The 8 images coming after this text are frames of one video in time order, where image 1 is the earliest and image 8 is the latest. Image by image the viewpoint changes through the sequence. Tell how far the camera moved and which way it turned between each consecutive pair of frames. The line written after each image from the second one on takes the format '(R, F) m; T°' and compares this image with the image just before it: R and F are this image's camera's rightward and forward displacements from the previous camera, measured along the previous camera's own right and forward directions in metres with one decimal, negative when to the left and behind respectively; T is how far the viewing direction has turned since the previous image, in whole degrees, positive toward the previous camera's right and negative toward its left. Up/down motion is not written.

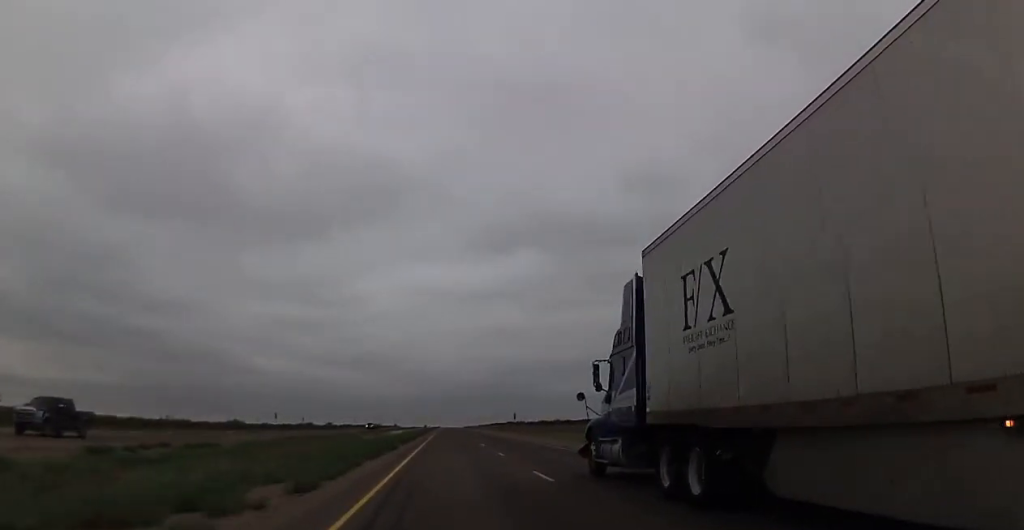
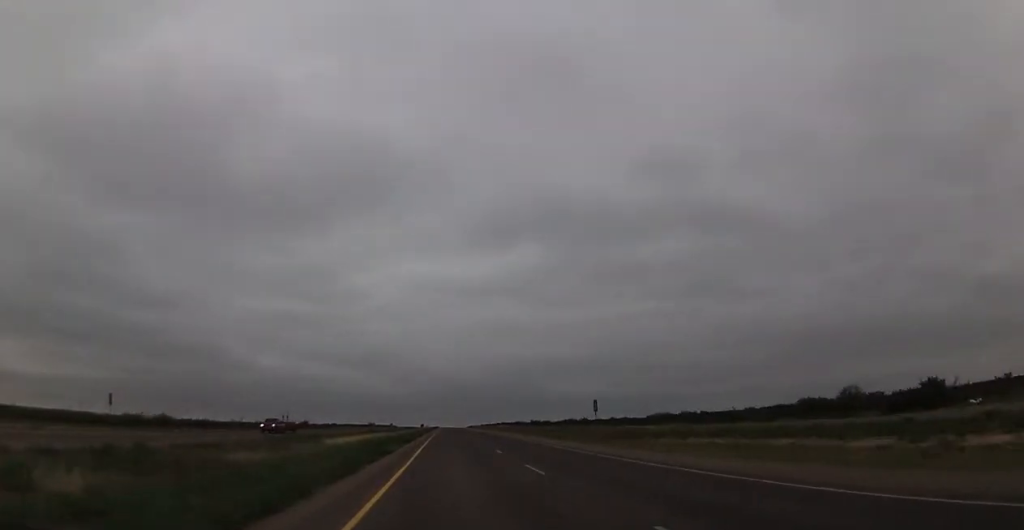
(-1.0, +58.2) m; -1°
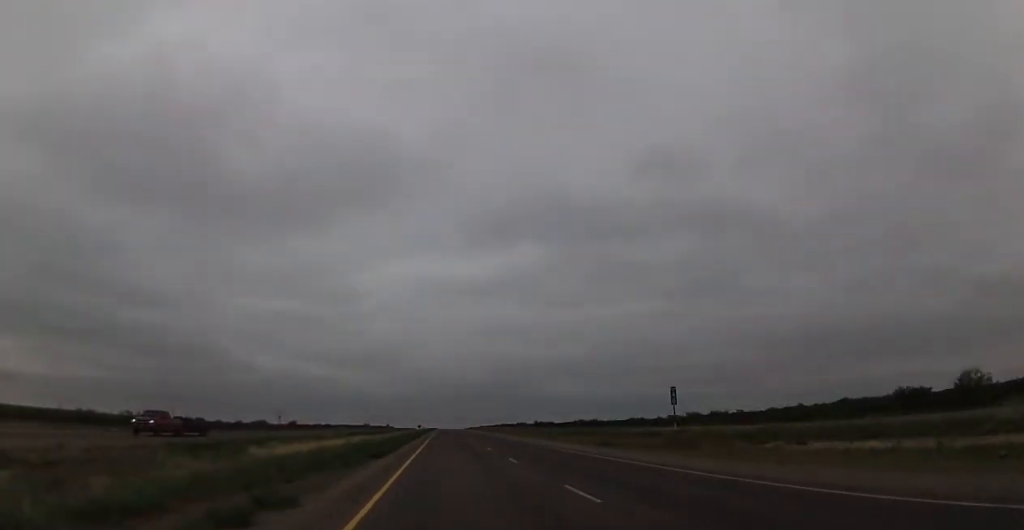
(-0.1, +18.1) m; 0°
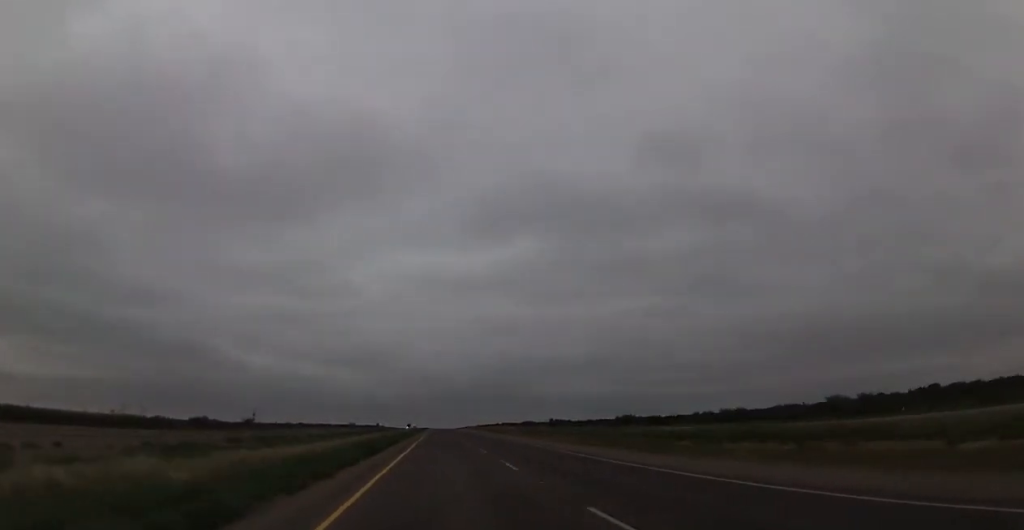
(+0.6, +51.9) m; +1°
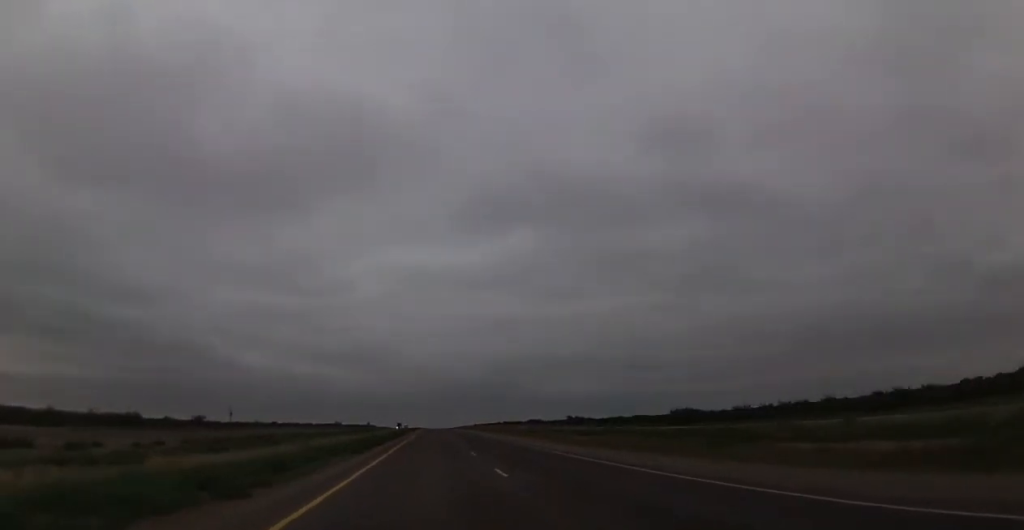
(+0.1, +38.9) m; 0°
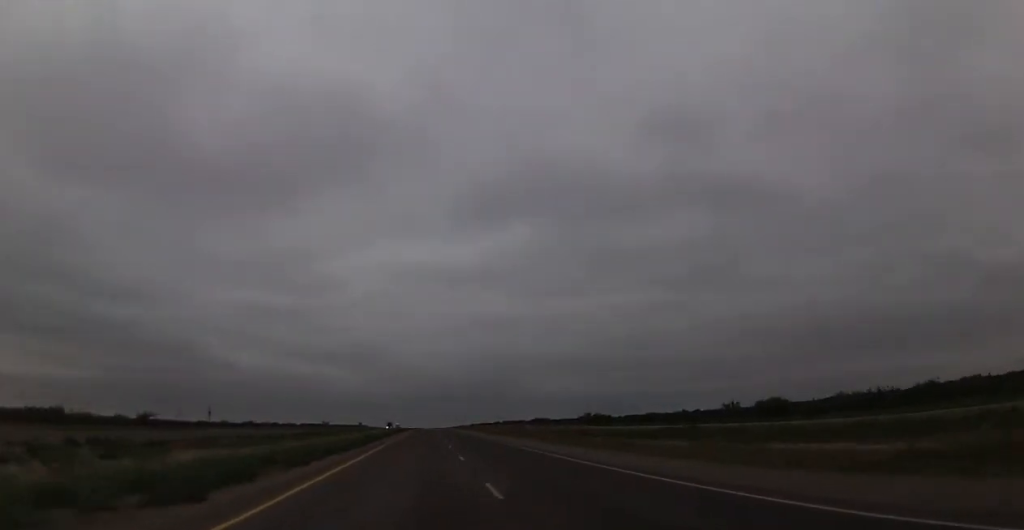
(-0.2, +29.3) m; 0°
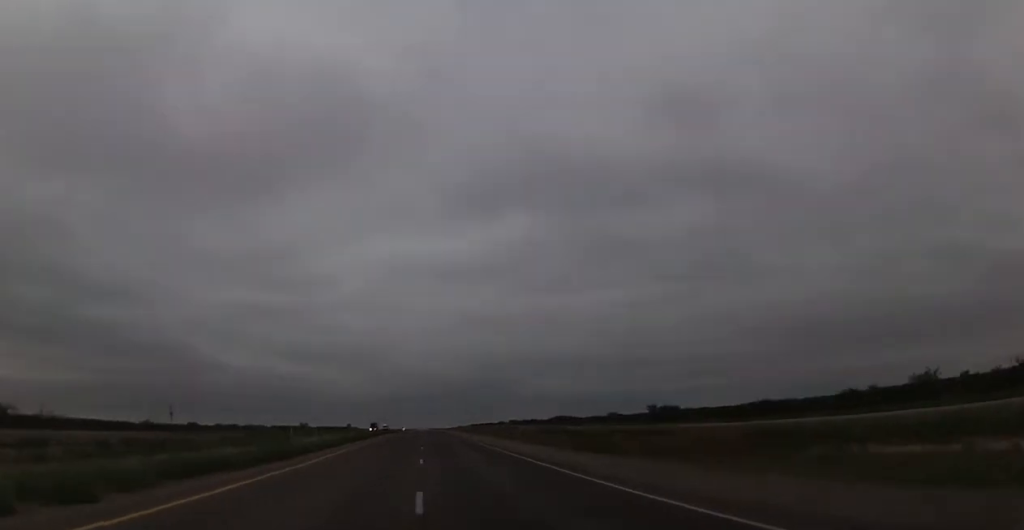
(+0.5, +49.9) m; +1°
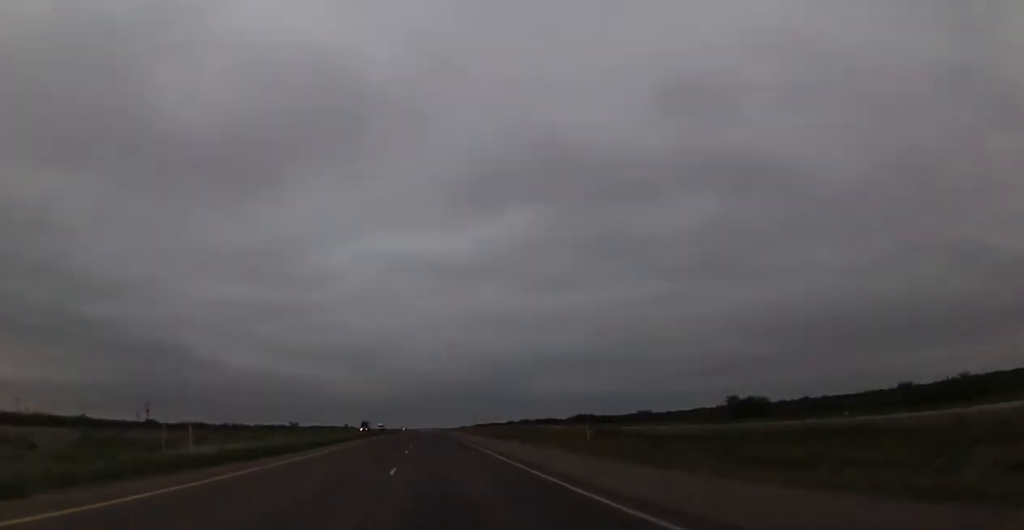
(0.0, +29.2) m; 0°
